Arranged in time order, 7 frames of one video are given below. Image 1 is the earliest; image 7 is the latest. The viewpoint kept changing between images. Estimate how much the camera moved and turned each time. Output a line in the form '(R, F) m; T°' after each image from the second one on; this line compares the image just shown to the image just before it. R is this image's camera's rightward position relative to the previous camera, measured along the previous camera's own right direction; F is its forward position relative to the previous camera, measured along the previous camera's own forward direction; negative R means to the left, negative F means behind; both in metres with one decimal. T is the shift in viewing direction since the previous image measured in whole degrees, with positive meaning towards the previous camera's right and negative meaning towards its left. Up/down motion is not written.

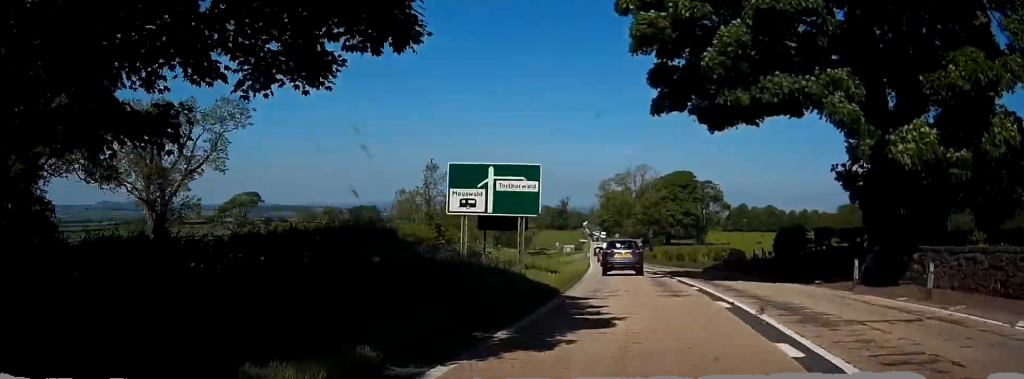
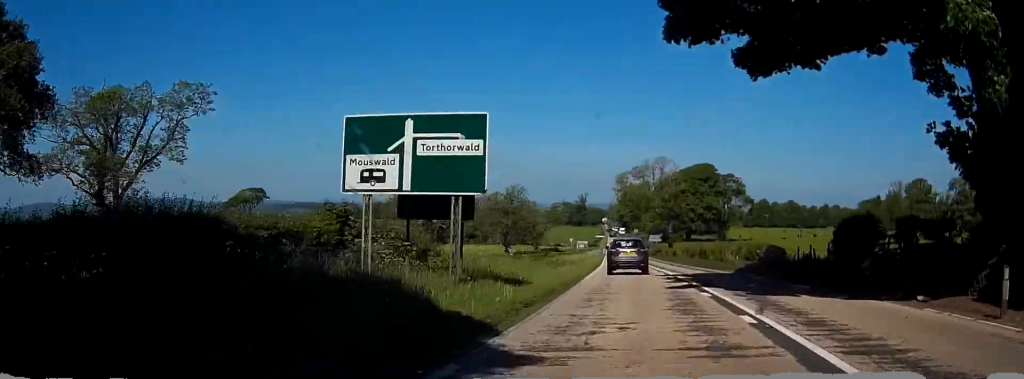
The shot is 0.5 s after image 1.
(-0.1, +9.1) m; -2°
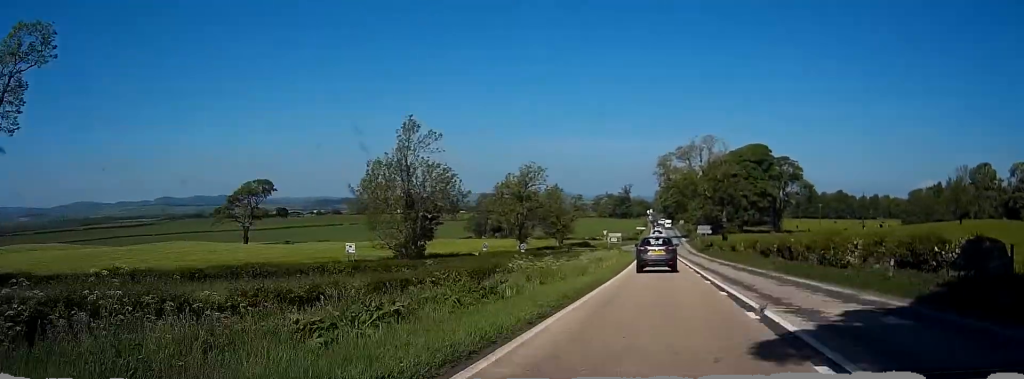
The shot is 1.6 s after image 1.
(-1.1, +22.6) m; -3°
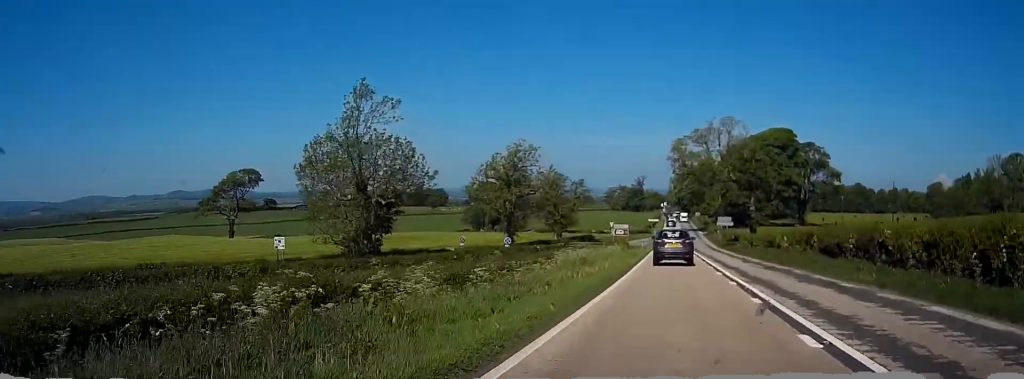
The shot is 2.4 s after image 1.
(0.0, +14.8) m; -1°
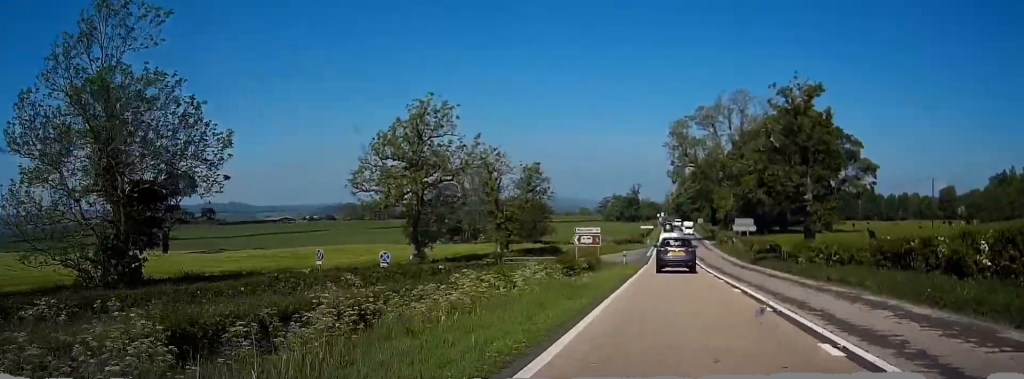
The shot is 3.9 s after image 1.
(-0.7, +28.7) m; -1°
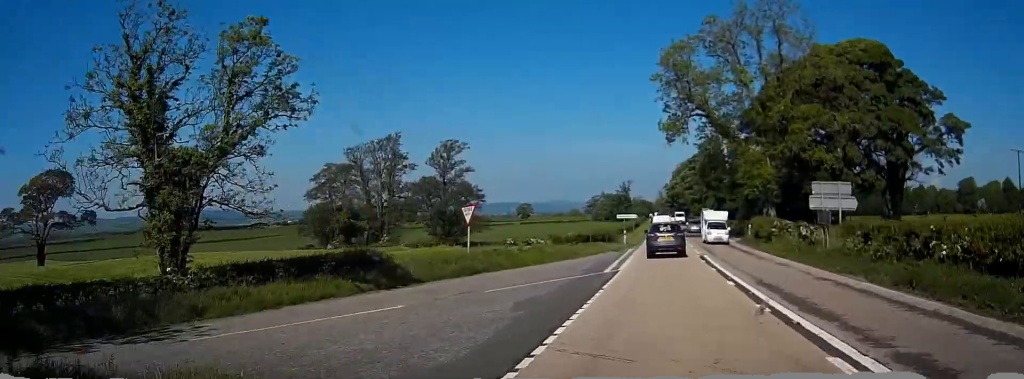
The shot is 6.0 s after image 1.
(+0.1, +41.8) m; +1°
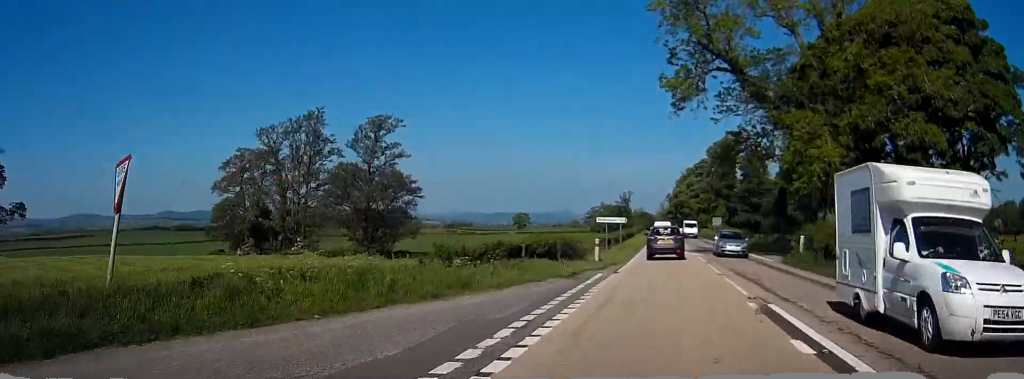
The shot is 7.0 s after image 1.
(0.0, +21.4) m; 0°
